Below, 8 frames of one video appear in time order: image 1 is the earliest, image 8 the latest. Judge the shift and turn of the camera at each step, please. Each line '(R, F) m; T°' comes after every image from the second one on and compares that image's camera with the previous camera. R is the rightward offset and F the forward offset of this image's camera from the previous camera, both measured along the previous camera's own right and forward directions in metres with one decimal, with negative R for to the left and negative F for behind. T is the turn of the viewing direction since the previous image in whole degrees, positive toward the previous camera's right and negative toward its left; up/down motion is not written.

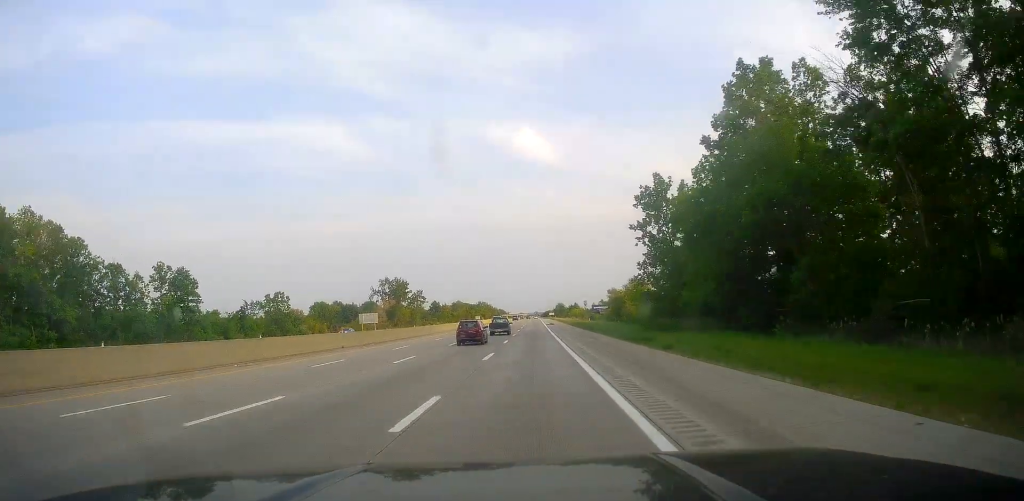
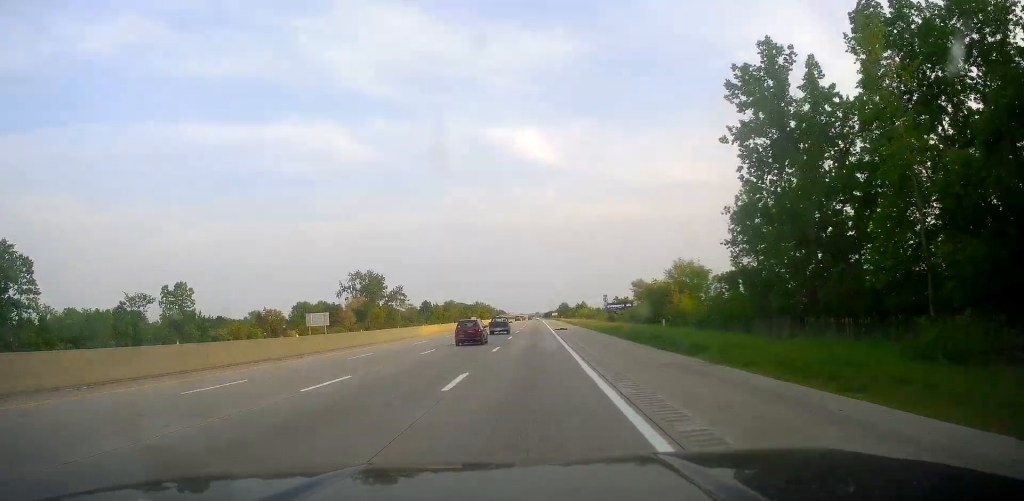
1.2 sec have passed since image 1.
(+0.5, +41.1) m; +1°
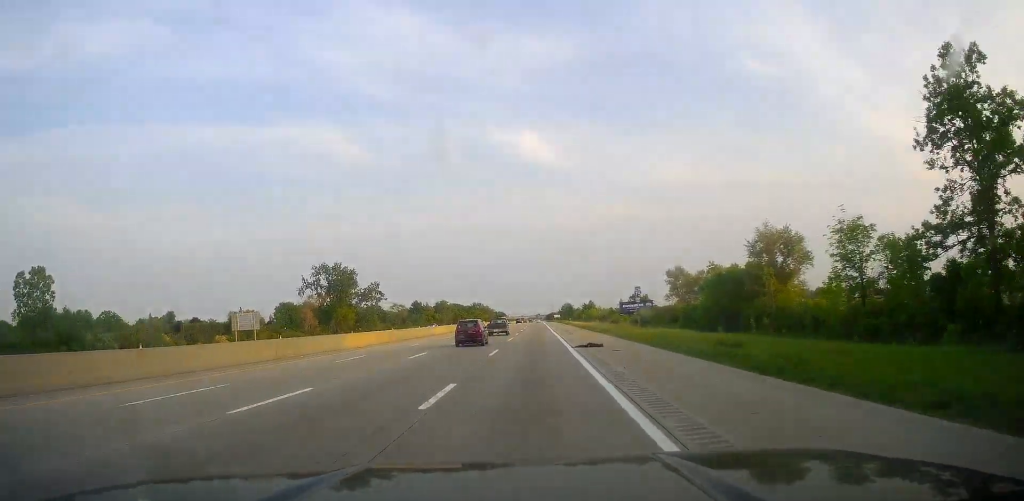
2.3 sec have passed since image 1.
(+0.1, +34.3) m; 0°
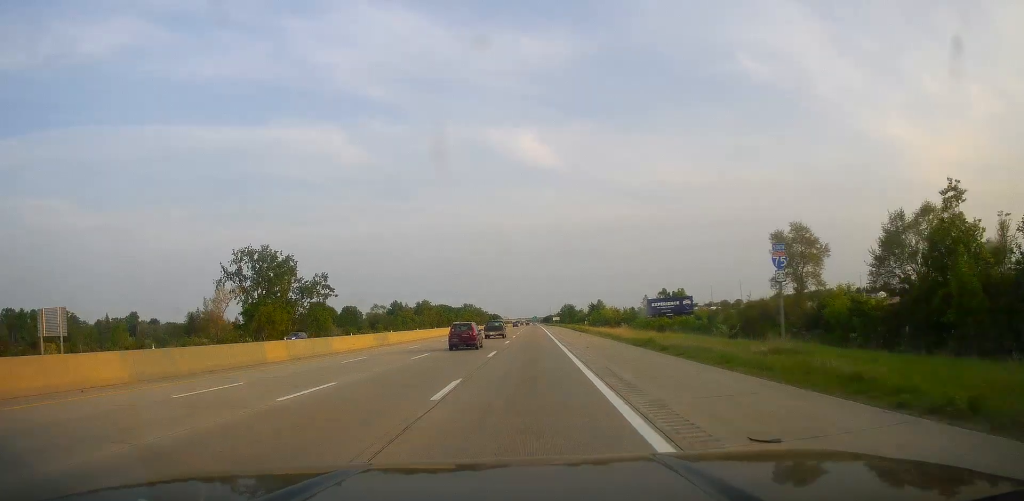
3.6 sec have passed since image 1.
(-0.7, +45.1) m; -1°
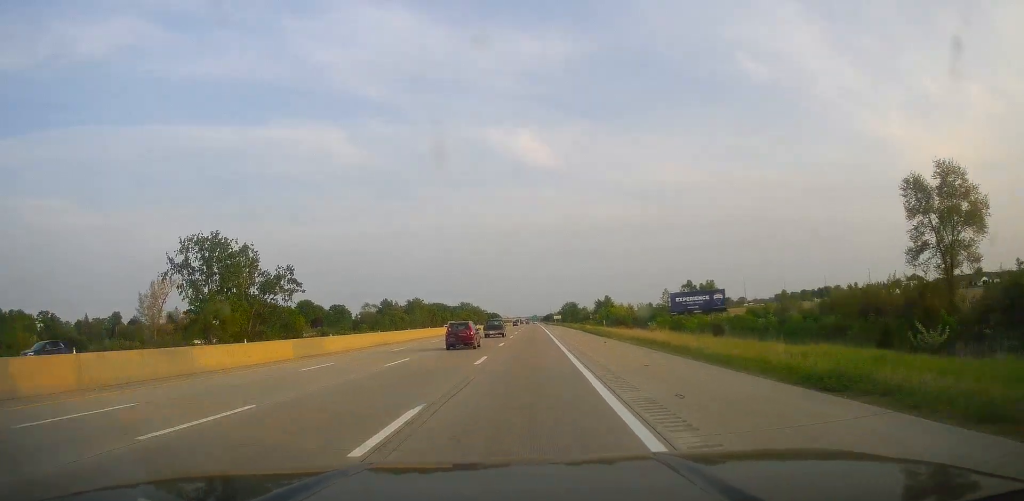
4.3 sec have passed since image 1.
(-0.3, +20.7) m; 0°
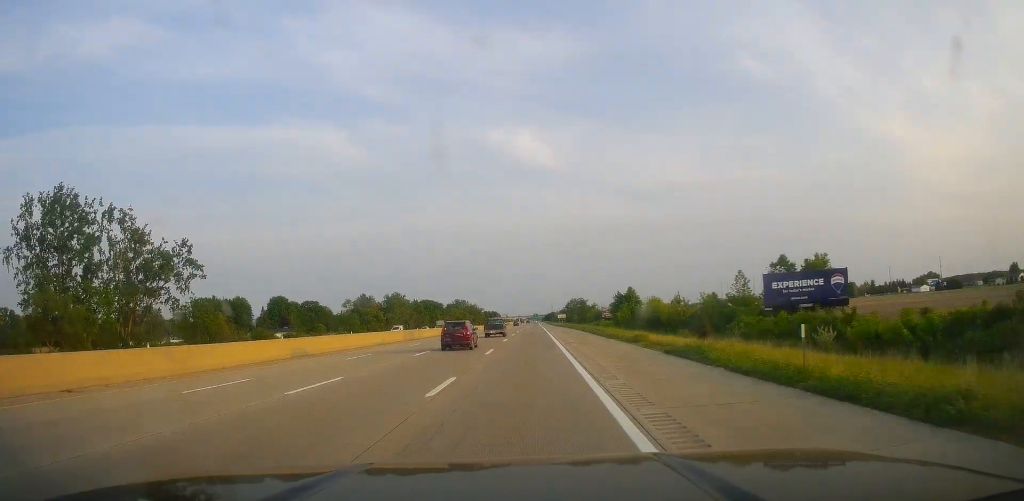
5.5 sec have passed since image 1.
(+0.8, +40.5) m; +1°
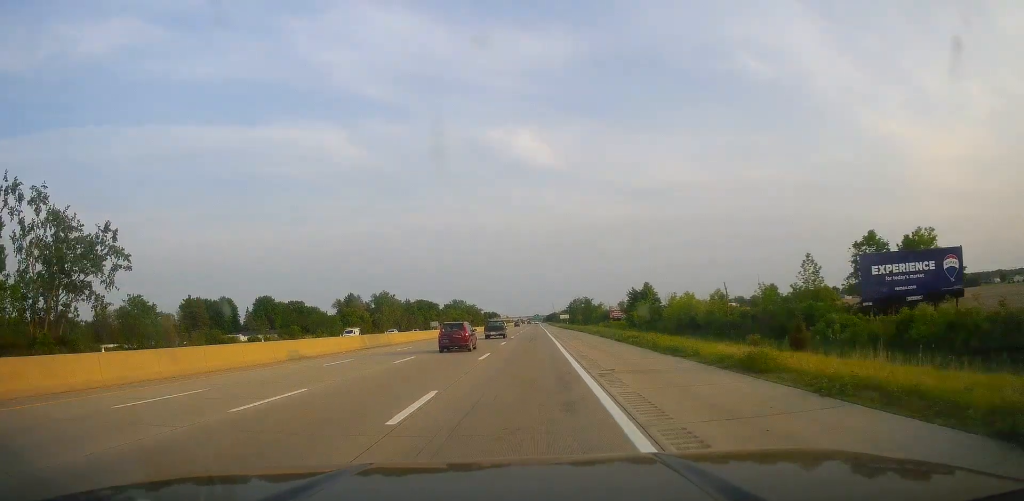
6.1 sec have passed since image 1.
(0.0, +18.7) m; -1°
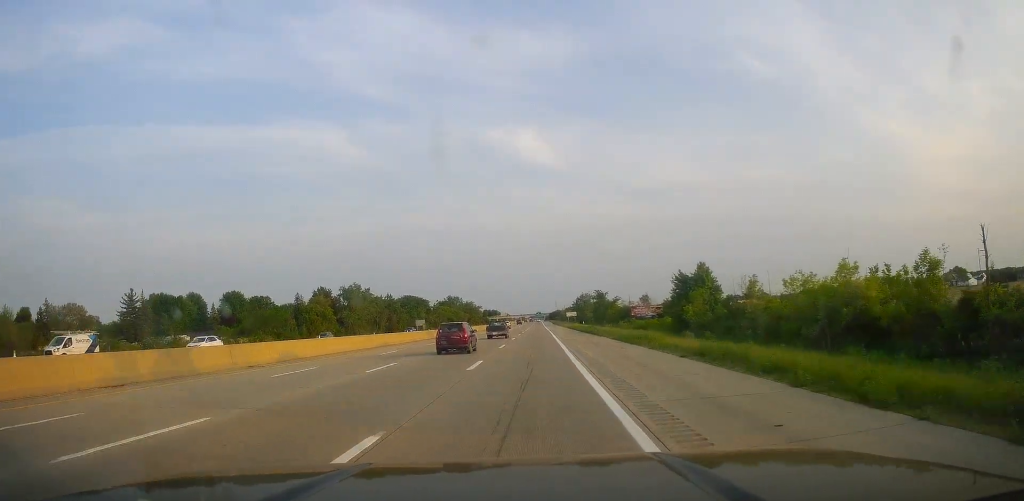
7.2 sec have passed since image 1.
(-0.6, +36.4) m; -1°
